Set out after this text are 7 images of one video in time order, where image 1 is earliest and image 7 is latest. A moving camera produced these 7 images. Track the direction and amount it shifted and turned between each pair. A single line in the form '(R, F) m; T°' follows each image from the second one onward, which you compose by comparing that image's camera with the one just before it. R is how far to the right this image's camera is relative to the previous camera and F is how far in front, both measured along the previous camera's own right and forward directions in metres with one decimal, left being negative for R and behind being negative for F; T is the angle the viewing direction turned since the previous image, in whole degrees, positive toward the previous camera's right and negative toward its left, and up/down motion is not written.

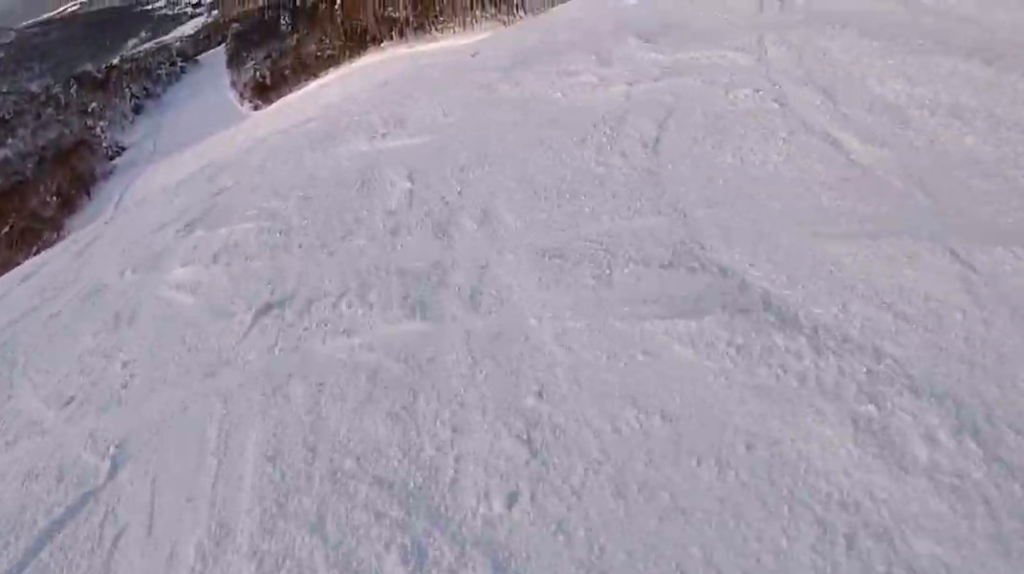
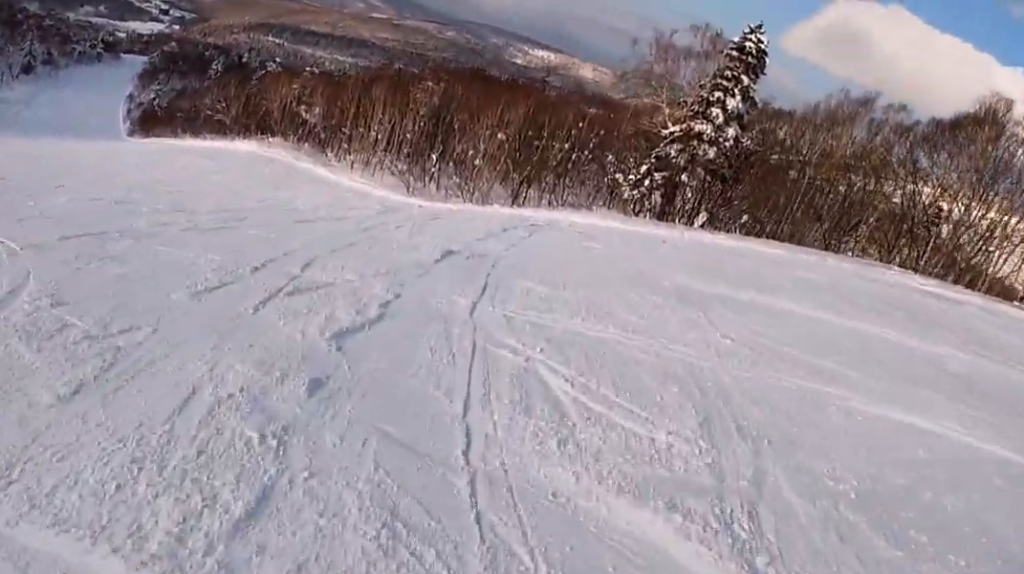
(+6.0, +20.1) m; +19°
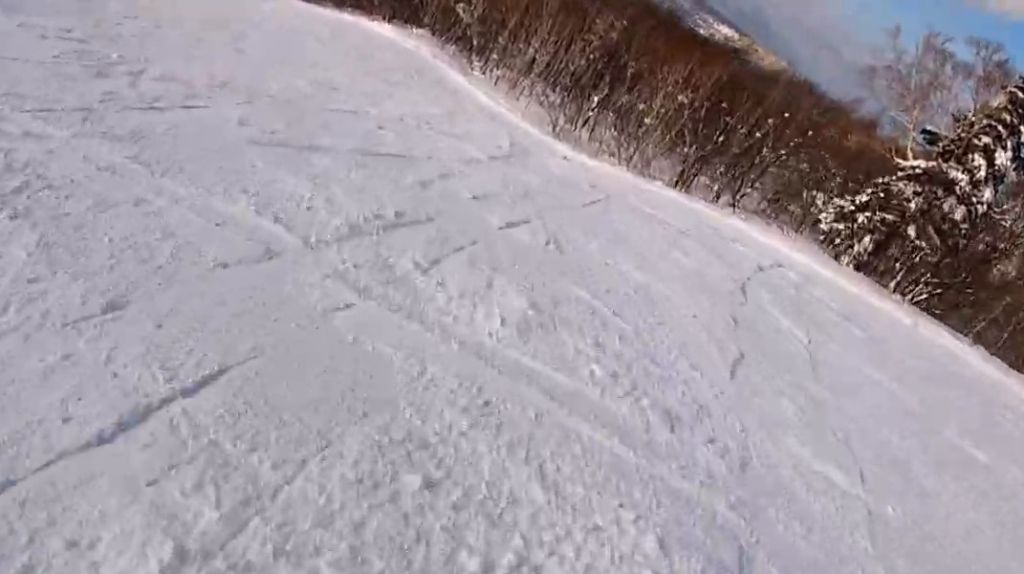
(+0.7, +10.5) m; -13°
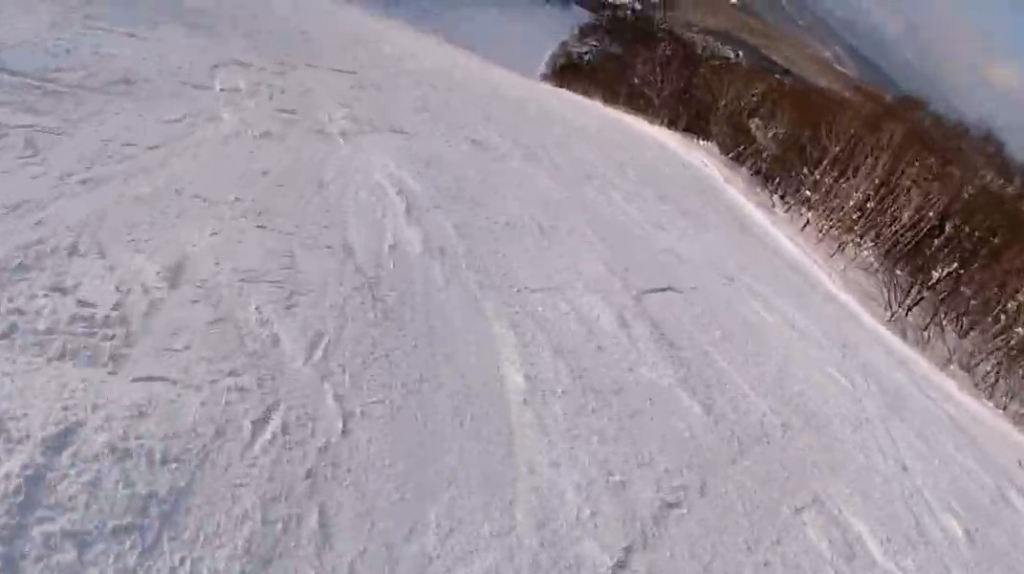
(-3.7, +12.7) m; -17°
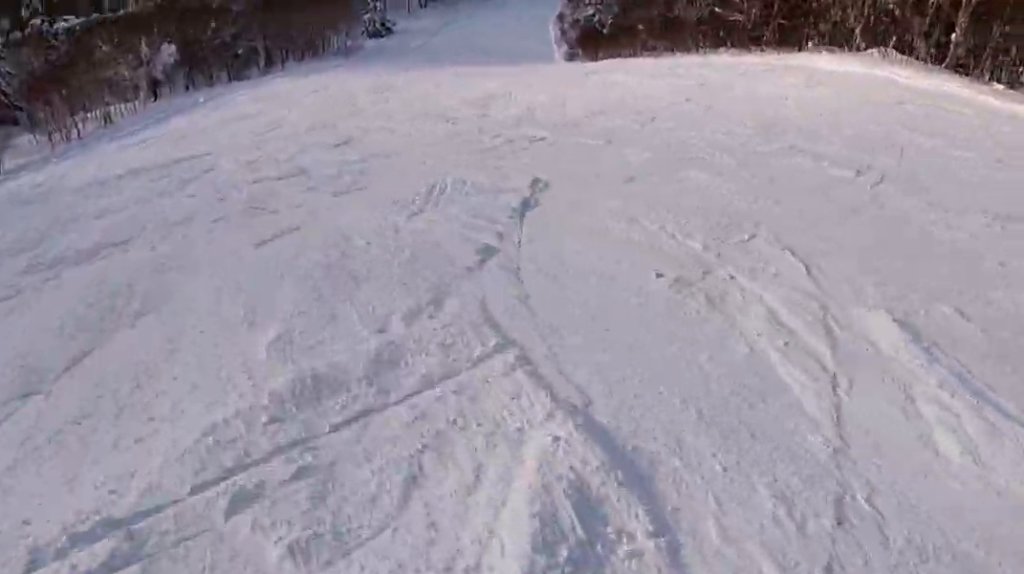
(-0.9, +20.1) m; -6°
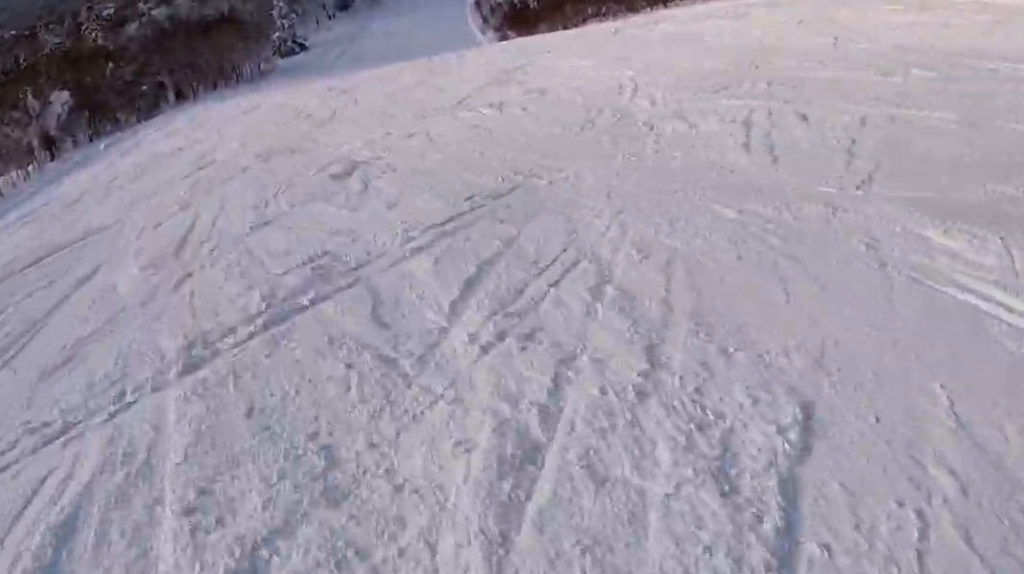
(-0.3, +9.8) m; -2°
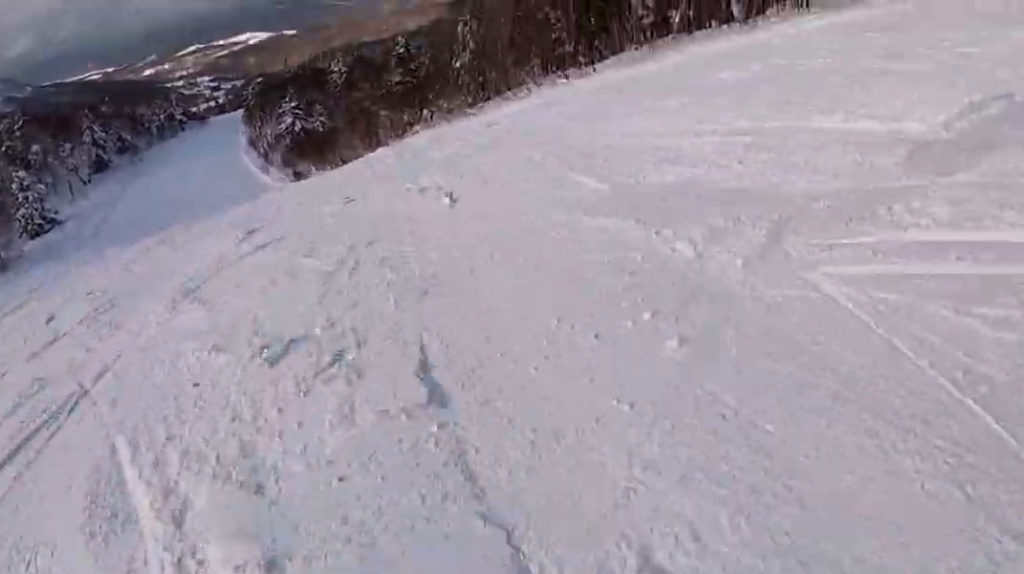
(+1.0, +24.8) m; +16°
